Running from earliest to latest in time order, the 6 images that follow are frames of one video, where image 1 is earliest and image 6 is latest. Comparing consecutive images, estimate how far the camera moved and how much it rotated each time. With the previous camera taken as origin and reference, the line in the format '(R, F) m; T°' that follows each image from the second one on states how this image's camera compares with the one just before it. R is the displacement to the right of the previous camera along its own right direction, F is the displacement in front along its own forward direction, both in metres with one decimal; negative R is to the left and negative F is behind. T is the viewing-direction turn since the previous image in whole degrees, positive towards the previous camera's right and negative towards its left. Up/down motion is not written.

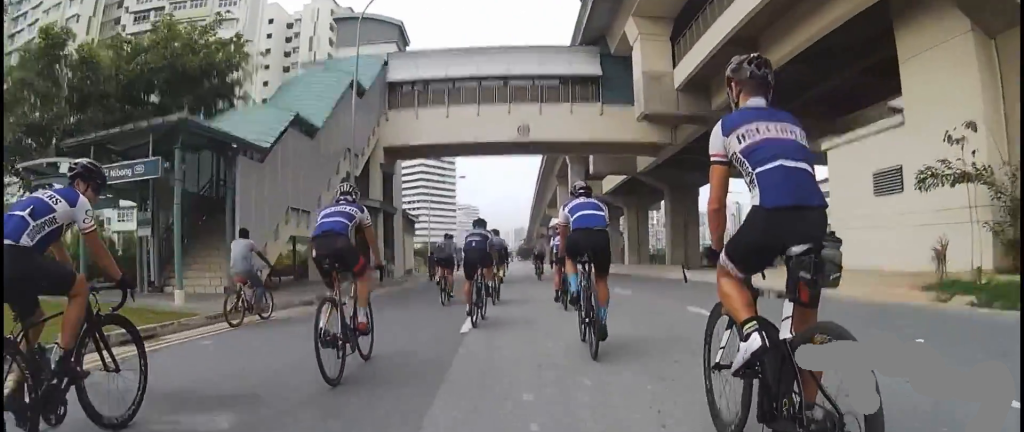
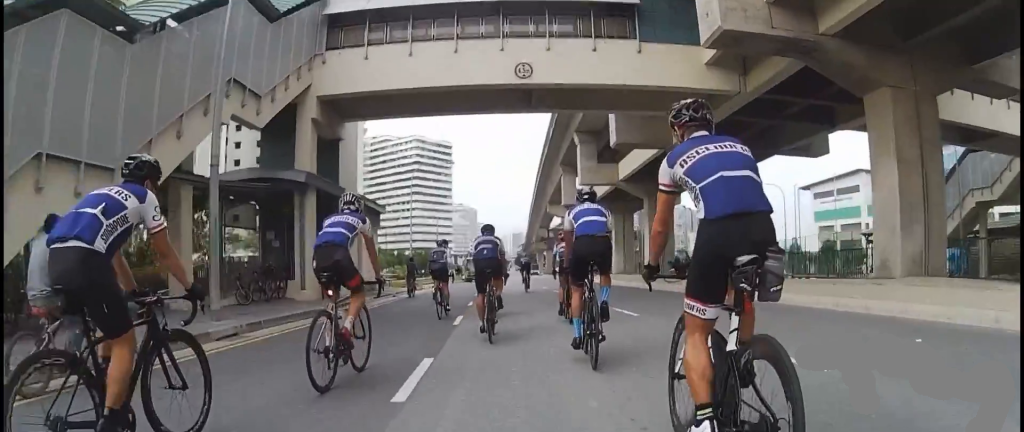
(-0.7, +8.6) m; -15°
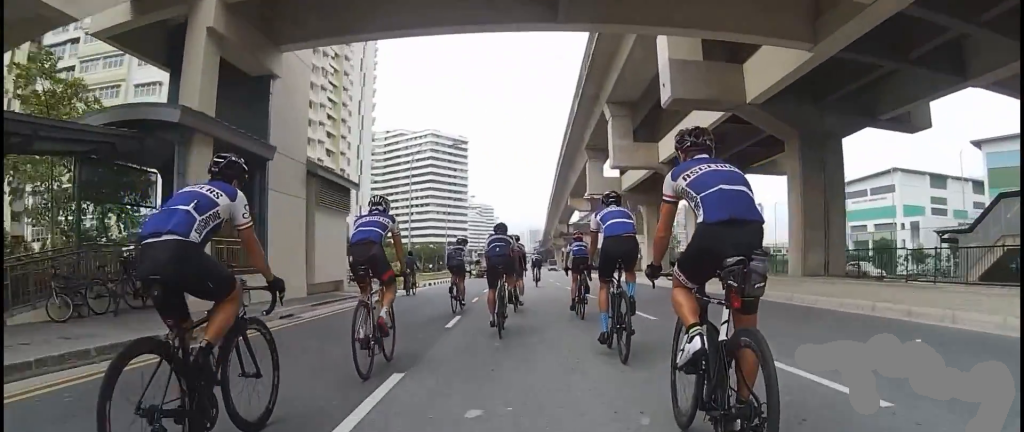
(-1.2, +7.5) m; -6°
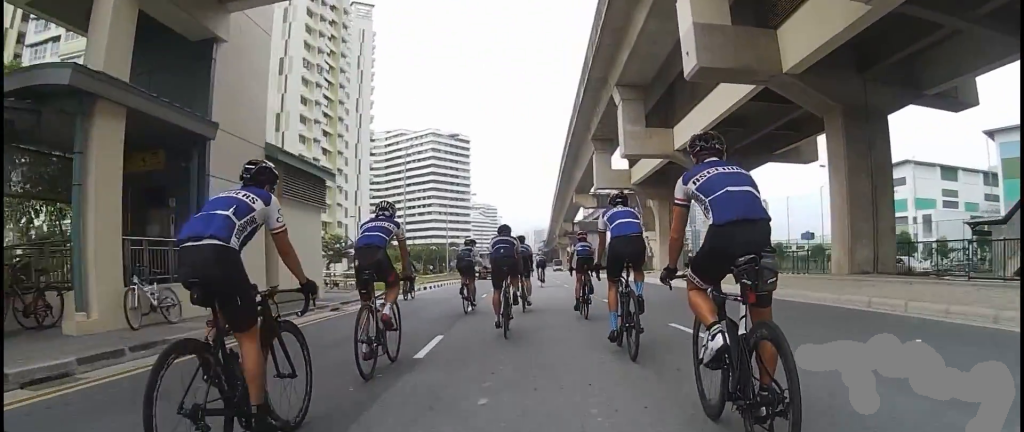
(+0.1, +3.0) m; +2°
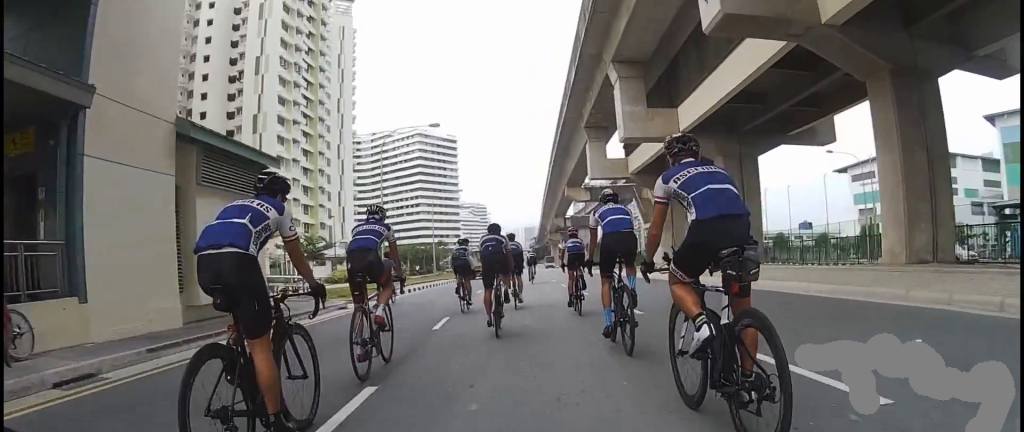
(+0.1, +3.5) m; +2°
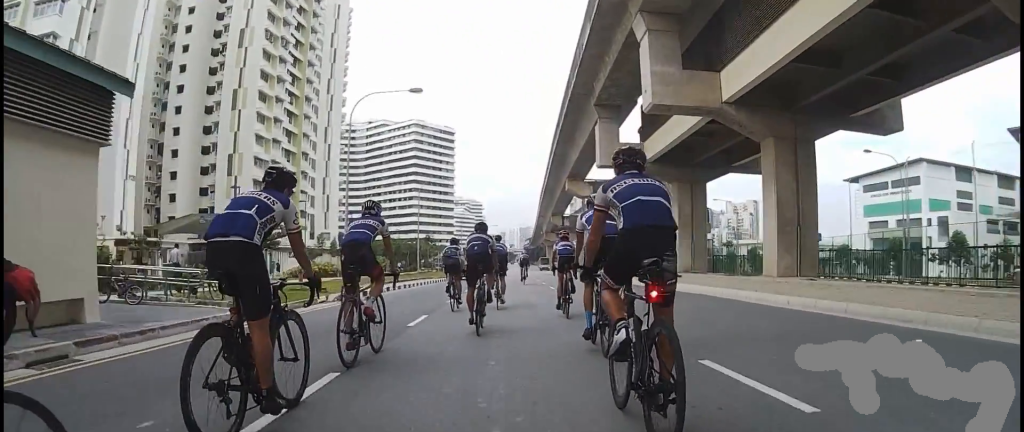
(+0.1, +6.1) m; +1°
